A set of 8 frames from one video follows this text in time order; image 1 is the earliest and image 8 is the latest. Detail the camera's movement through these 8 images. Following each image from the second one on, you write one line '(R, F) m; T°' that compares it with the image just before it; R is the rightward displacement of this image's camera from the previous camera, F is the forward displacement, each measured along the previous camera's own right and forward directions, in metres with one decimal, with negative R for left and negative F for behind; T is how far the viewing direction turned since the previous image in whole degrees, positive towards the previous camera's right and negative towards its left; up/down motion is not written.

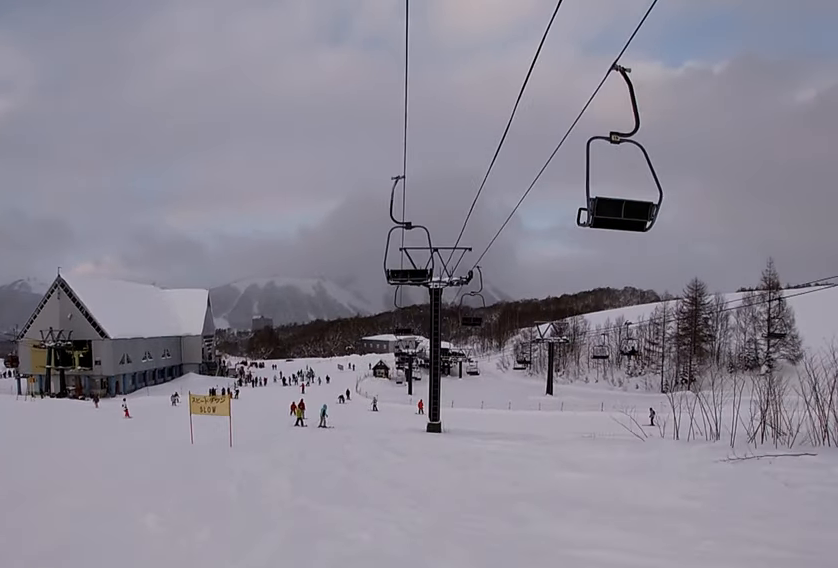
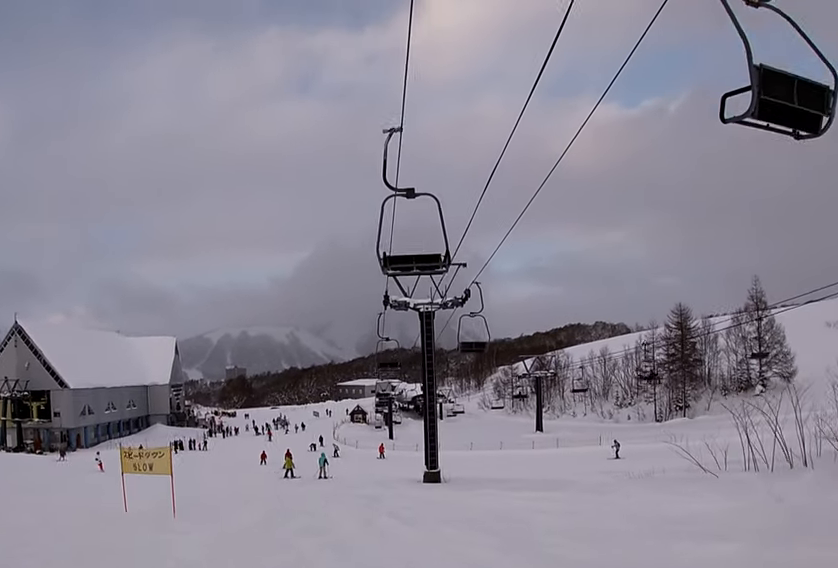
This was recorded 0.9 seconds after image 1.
(-0.3, +4.2) m; +4°
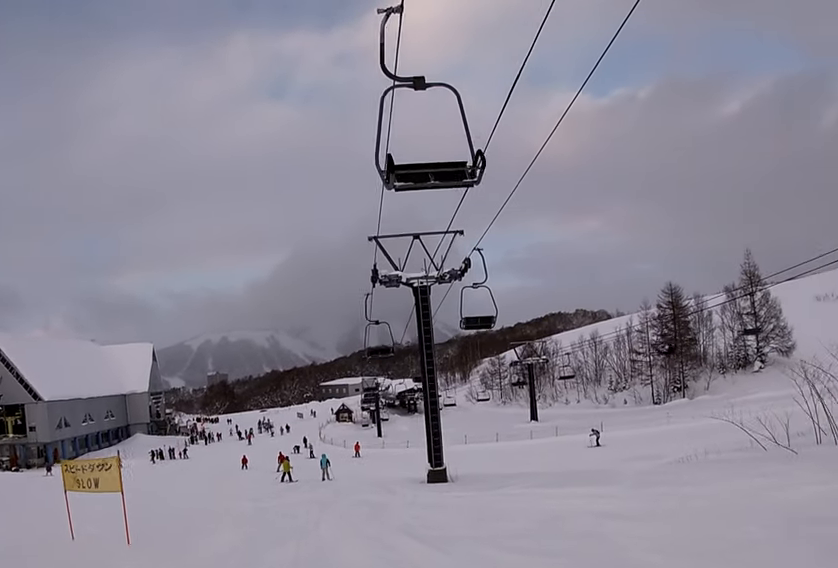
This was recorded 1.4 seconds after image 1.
(+0.5, +3.1) m; +7°
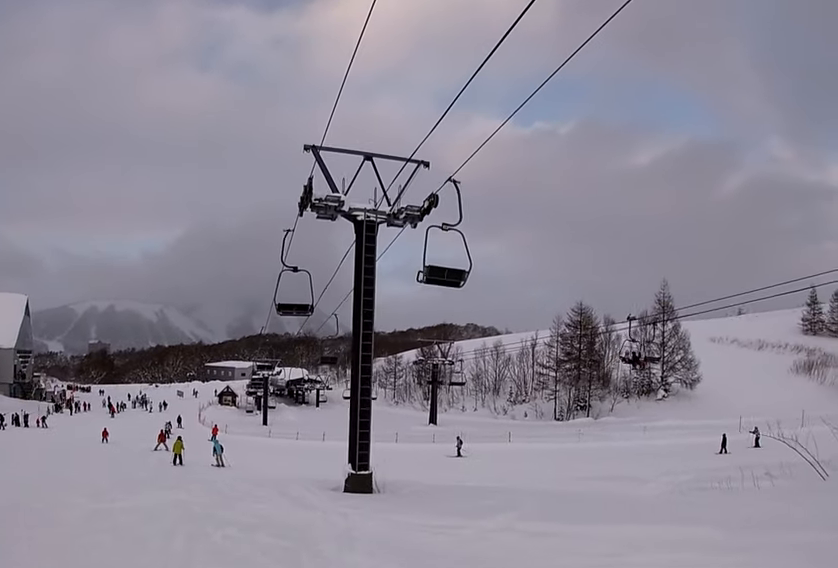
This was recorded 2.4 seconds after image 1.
(+0.2, +5.7) m; +2°
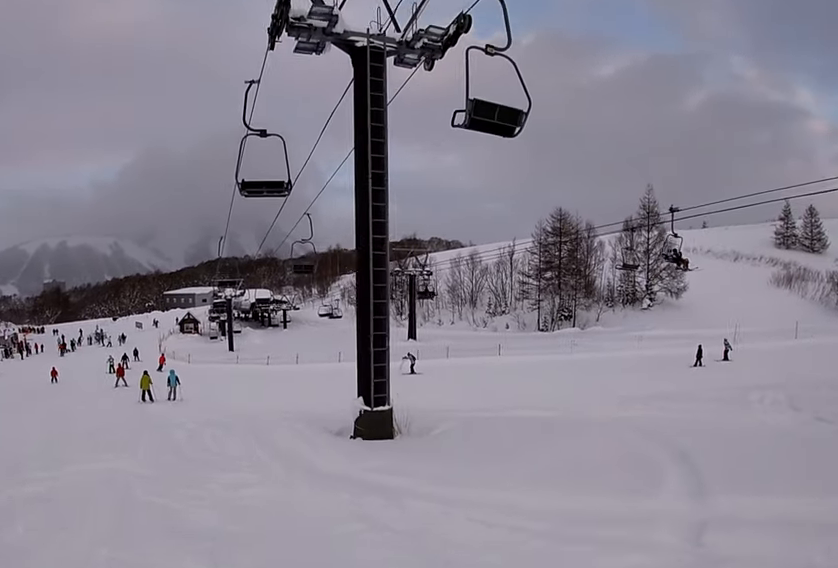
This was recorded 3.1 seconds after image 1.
(0.0, +4.5) m; -5°
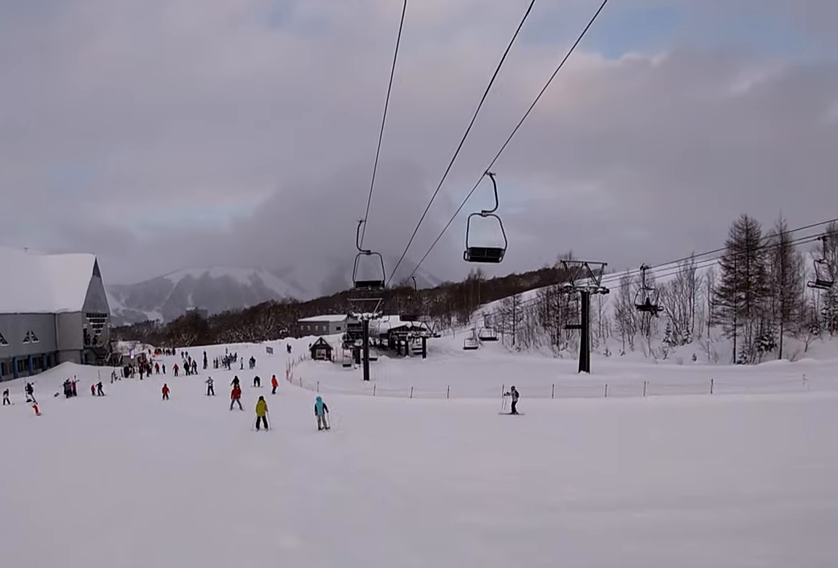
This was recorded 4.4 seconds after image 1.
(-1.0, +8.5) m; -4°
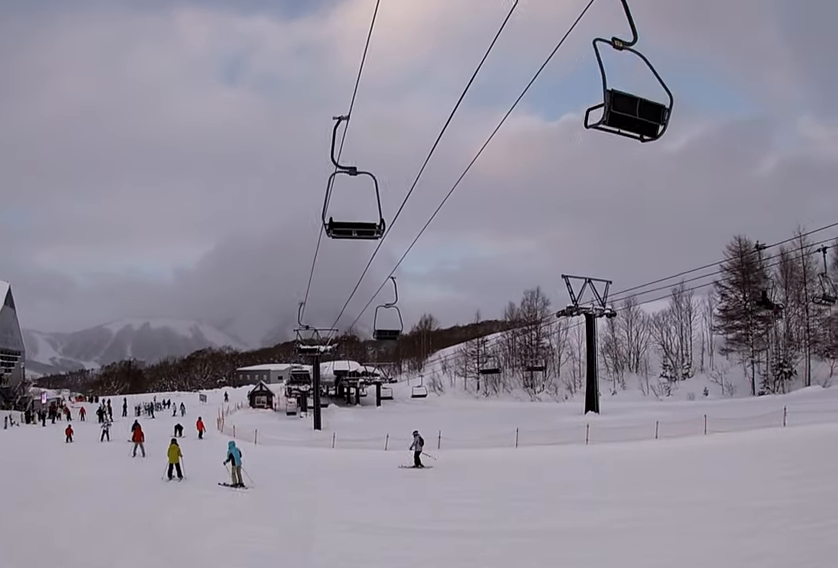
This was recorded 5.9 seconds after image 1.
(+1.2, +10.1) m; +9°
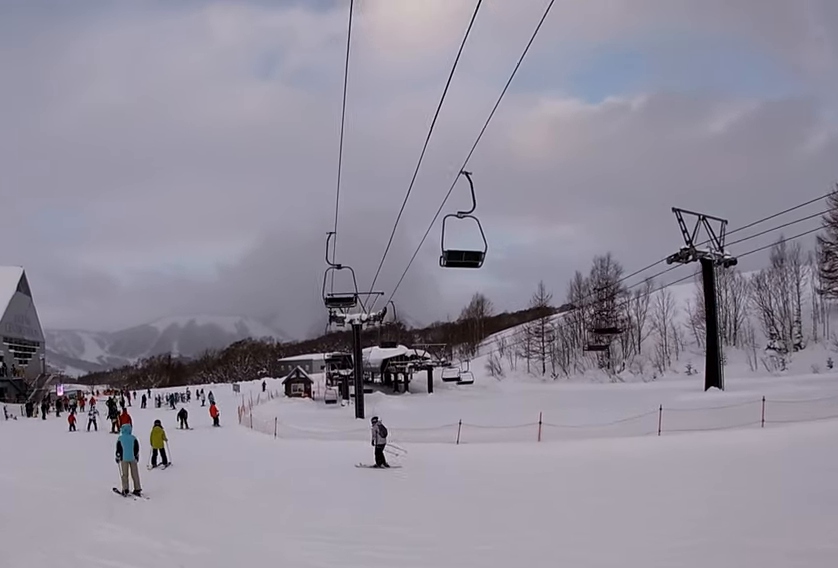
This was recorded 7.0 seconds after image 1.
(0.0, +8.0) m; -4°
